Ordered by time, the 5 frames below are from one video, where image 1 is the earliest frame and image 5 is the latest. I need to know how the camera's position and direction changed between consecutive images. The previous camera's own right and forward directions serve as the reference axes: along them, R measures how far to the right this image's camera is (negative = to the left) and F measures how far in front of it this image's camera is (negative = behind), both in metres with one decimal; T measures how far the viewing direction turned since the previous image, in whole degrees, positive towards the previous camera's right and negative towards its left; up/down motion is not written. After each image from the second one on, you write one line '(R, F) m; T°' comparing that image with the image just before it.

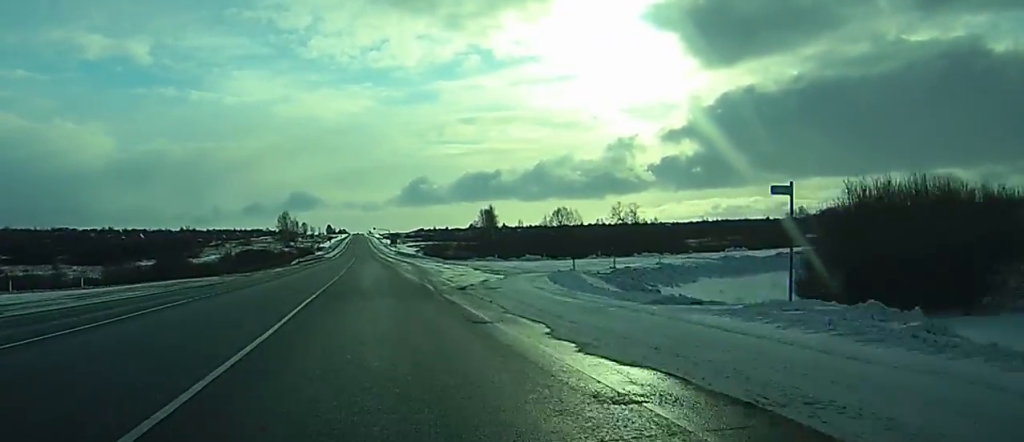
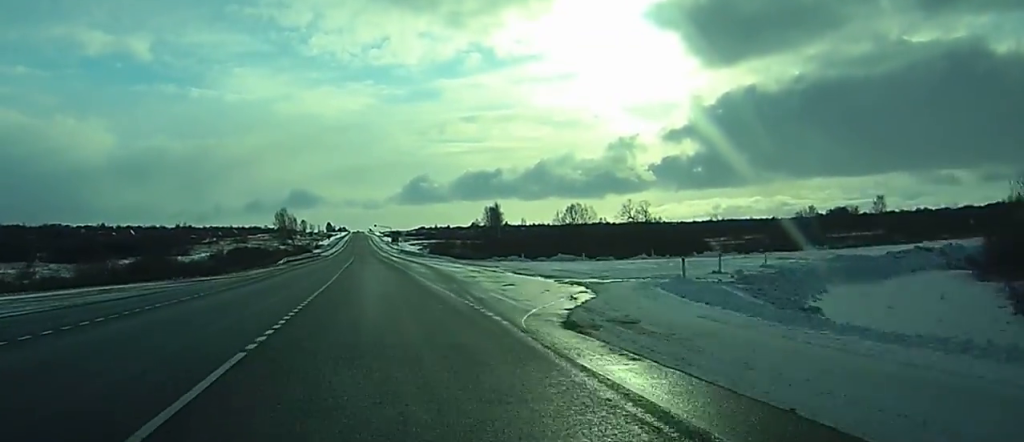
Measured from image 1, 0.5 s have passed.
(0.0, +15.4) m; 0°
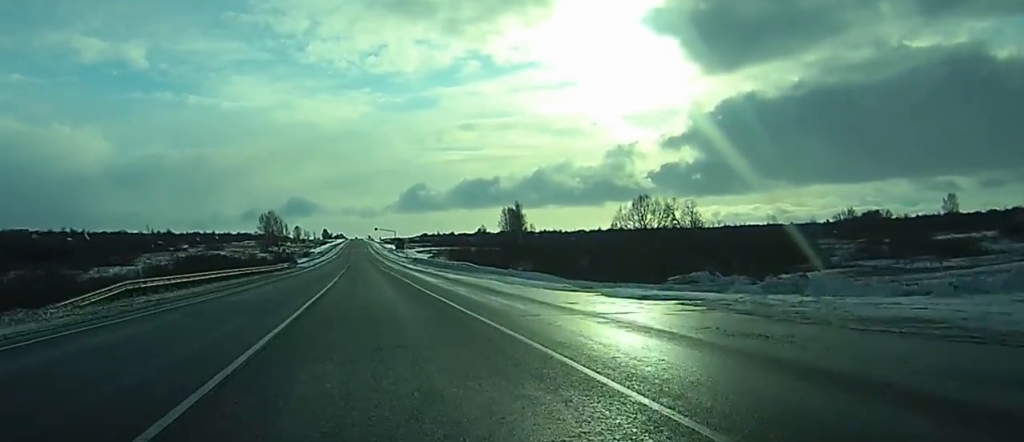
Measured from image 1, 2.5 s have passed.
(0.0, +58.1) m; 0°
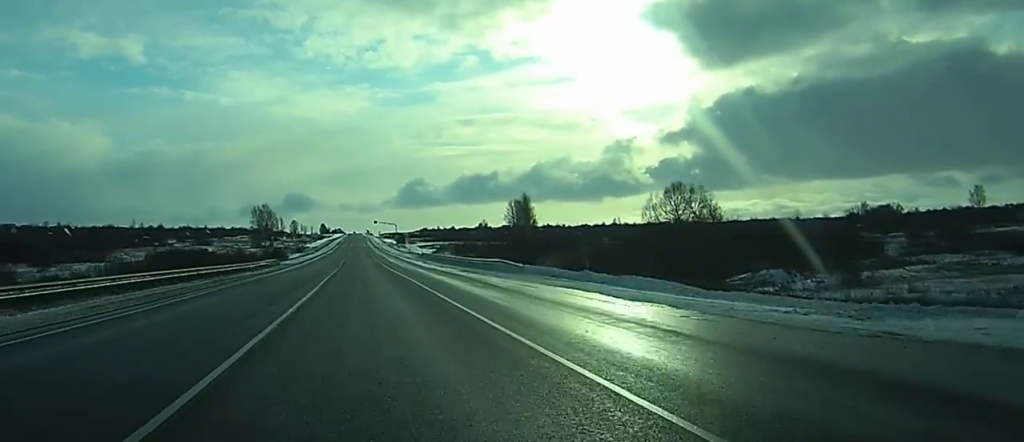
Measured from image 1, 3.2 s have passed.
(0.0, +19.5) m; 0°
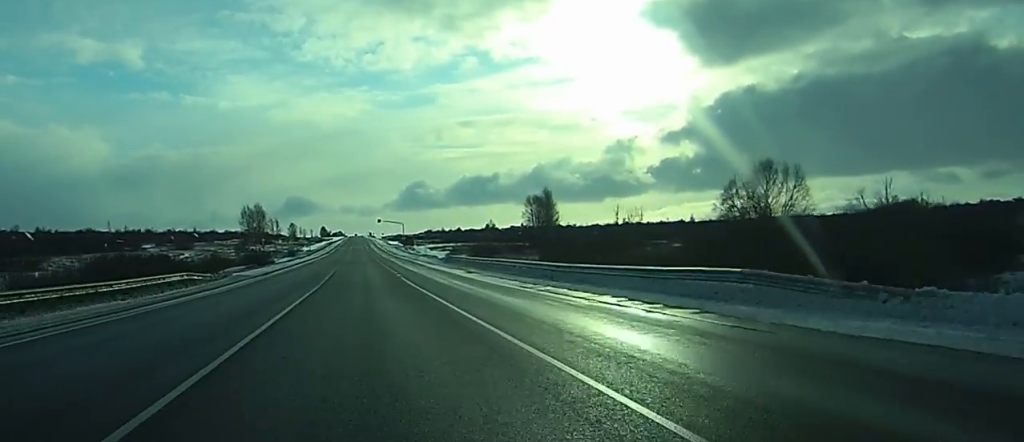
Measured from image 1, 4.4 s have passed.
(+0.1, +35.3) m; 0°
